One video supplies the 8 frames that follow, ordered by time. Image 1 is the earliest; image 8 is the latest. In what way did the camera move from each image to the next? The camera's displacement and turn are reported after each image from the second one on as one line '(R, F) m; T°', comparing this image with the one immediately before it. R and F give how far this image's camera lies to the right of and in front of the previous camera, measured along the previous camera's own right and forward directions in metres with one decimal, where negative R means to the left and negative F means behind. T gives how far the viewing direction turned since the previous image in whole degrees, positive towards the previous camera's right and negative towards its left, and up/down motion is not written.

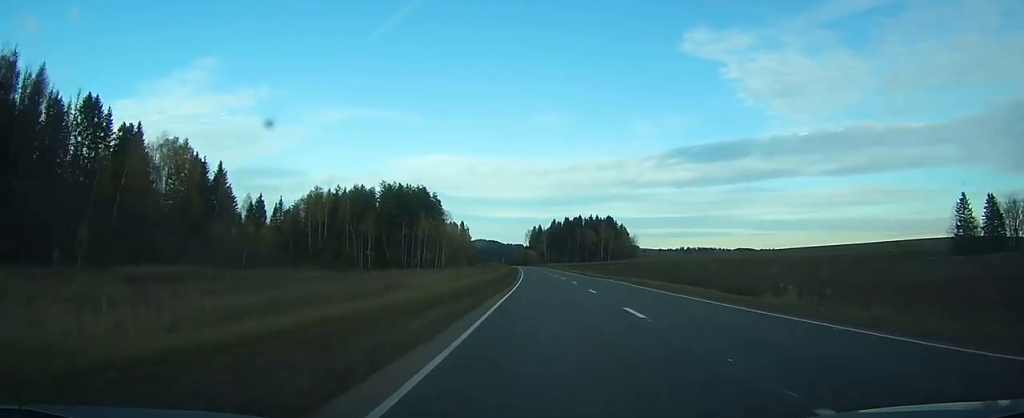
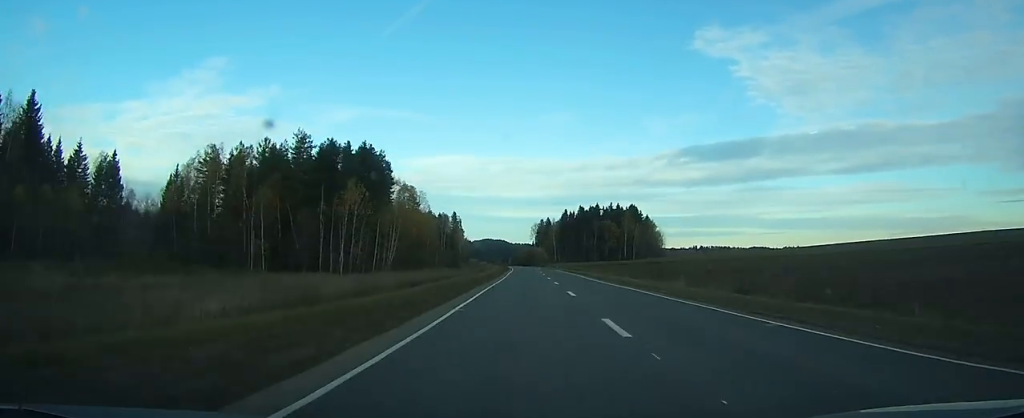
(-0.1, +67.7) m; 0°
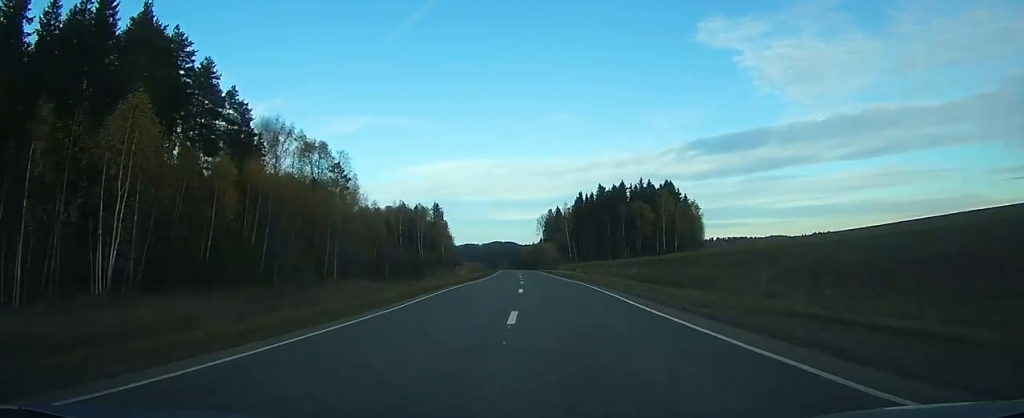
(-0.4, +68.2) m; -1°
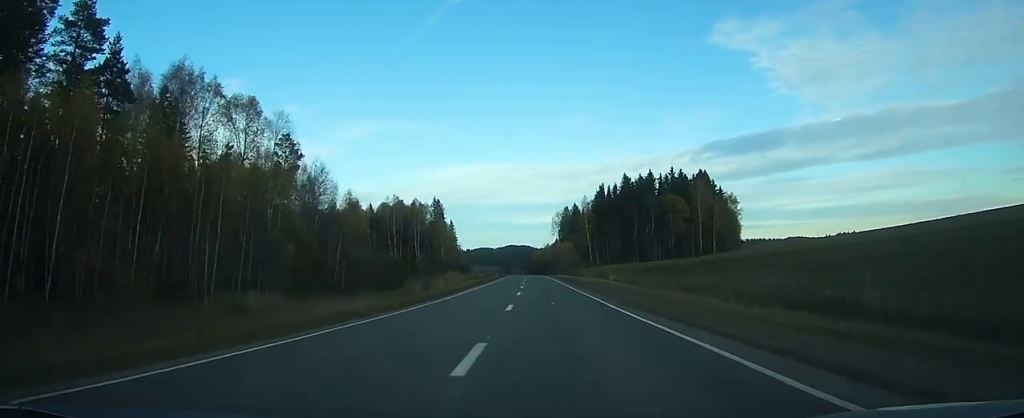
(0.0, +26.7) m; -1°
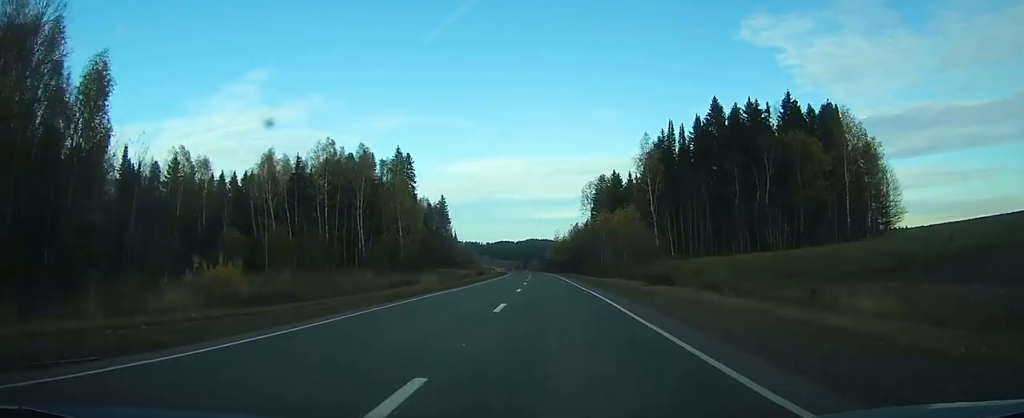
(-1.5, +69.2) m; -2°
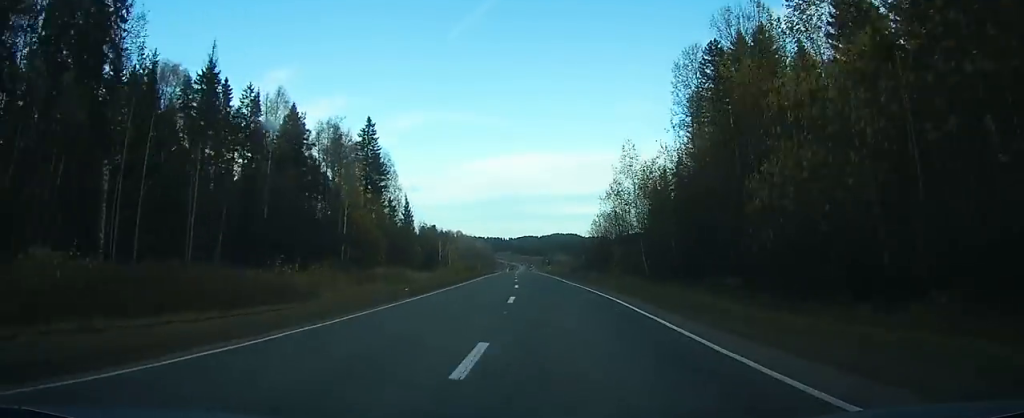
(-2.3, +102.8) m; -3°
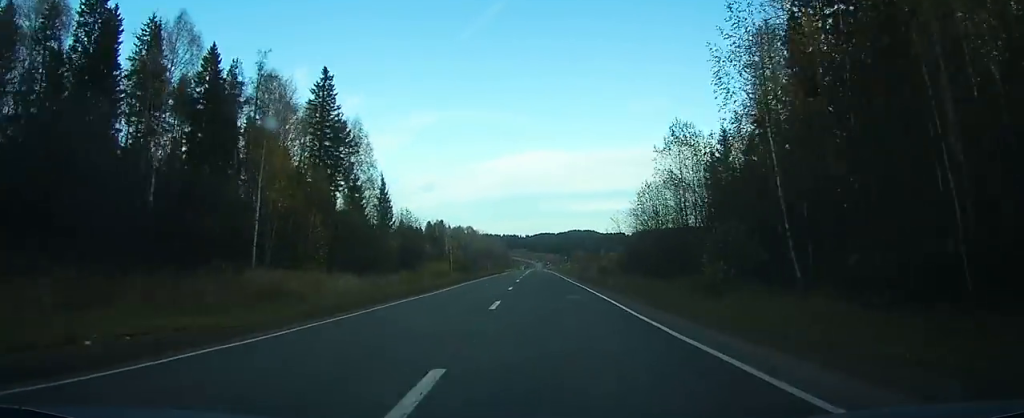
(-0.2, +27.2) m; -1°
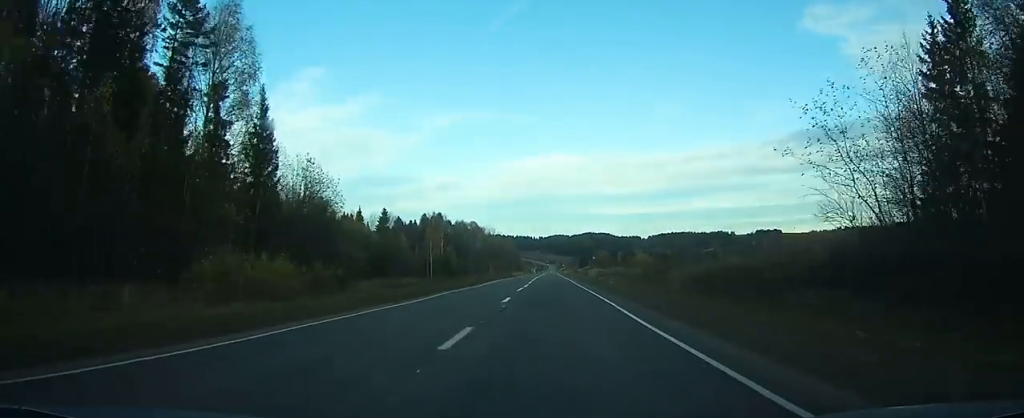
(-0.7, +43.7) m; -1°
